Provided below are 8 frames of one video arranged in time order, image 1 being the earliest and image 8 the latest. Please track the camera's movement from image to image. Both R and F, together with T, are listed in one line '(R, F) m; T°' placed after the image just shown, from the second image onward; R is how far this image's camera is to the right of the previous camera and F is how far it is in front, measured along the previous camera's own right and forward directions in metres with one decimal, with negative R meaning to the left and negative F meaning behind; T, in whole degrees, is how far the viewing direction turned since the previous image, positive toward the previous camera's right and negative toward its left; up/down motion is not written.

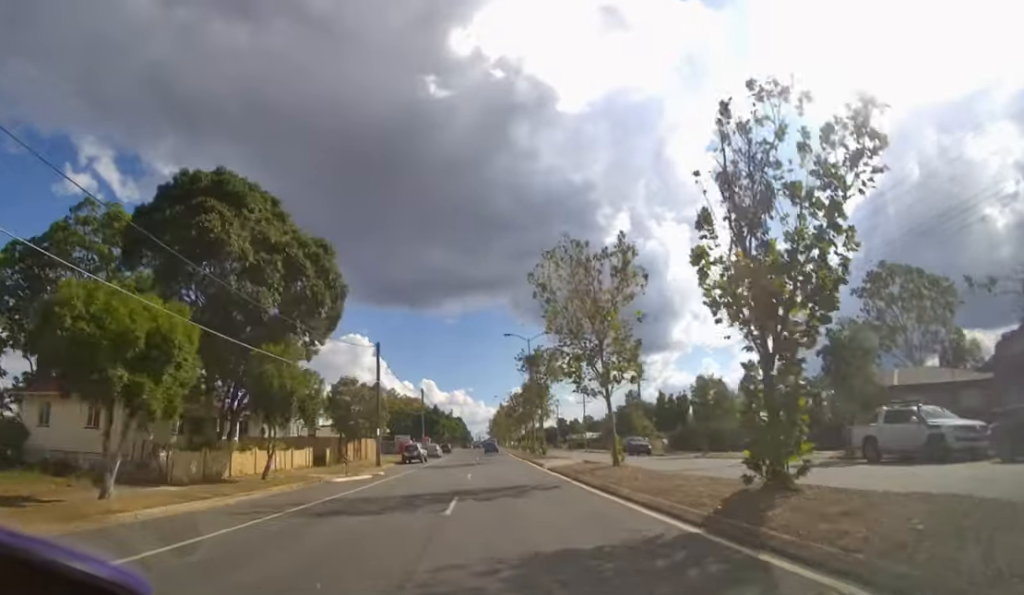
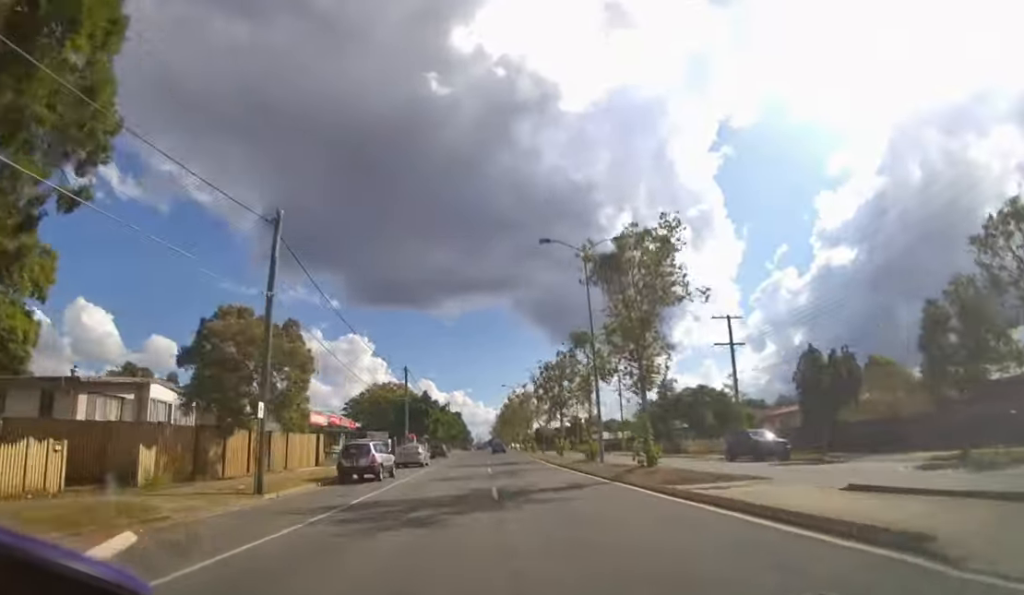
(-0.2, +24.3) m; 0°
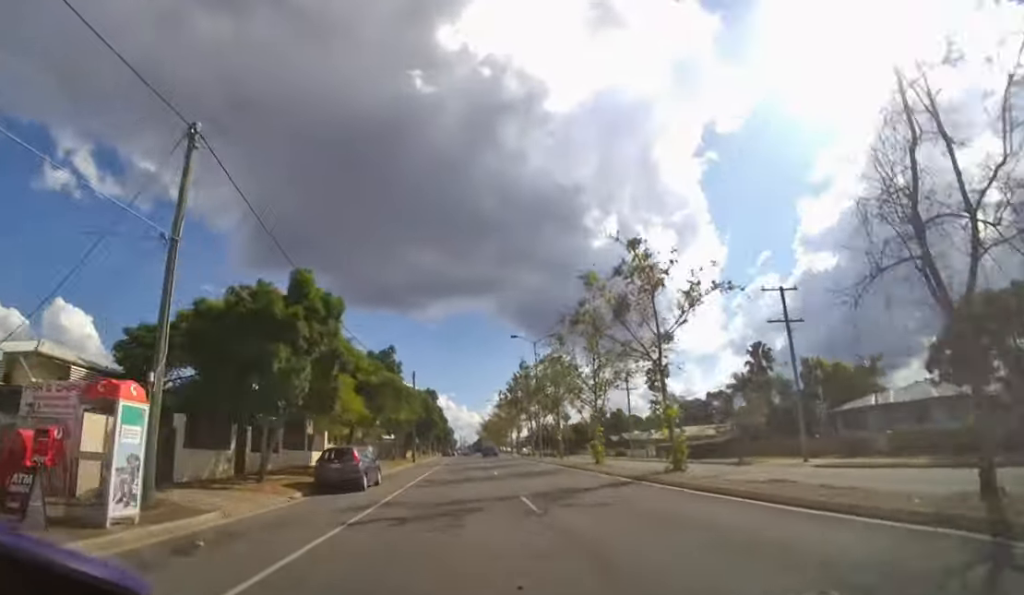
(+0.6, +43.8) m; +2°
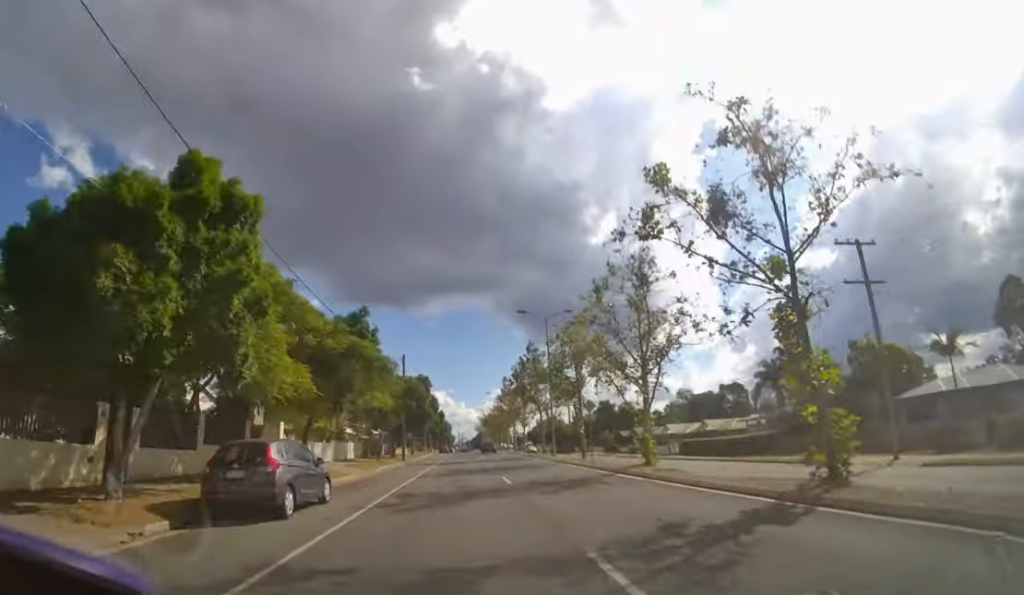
(0.0, +7.2) m; 0°
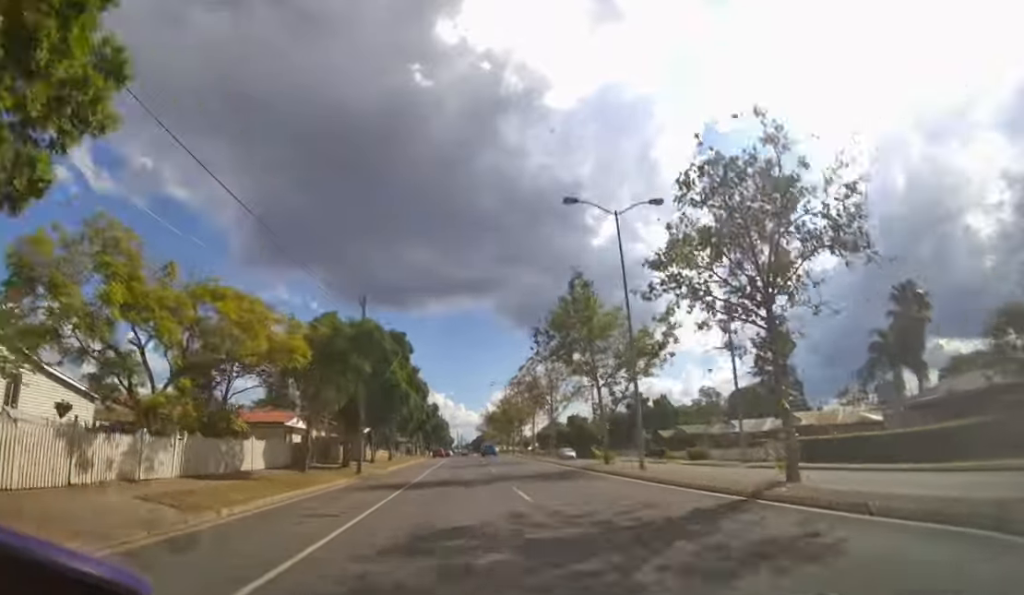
(+0.1, +18.2) m; 0°
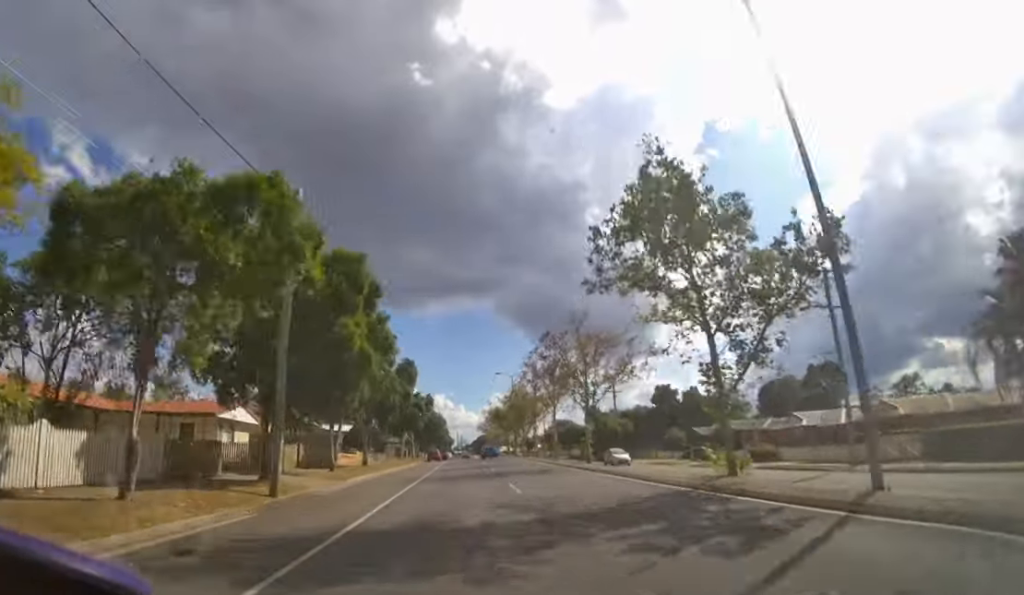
(0.0, +10.3) m; 0°
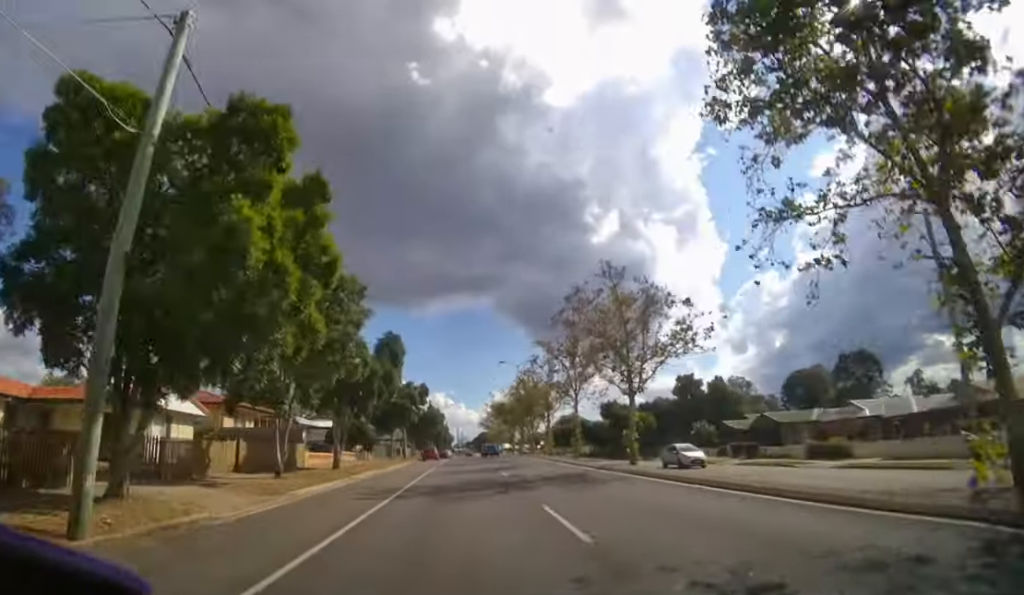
(0.0, +6.6) m; 0°
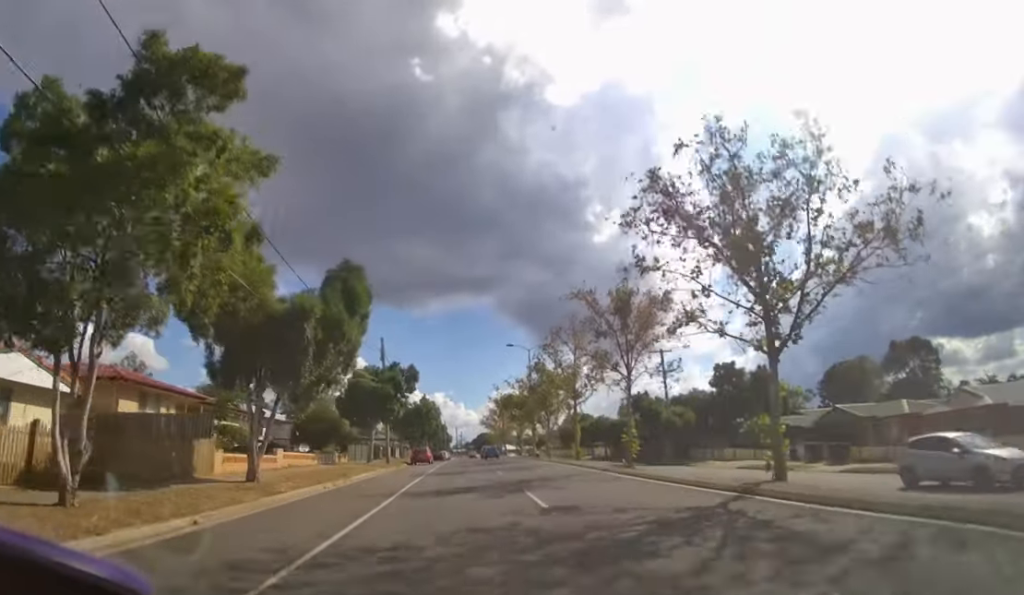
(0.0, +8.6) m; 0°
